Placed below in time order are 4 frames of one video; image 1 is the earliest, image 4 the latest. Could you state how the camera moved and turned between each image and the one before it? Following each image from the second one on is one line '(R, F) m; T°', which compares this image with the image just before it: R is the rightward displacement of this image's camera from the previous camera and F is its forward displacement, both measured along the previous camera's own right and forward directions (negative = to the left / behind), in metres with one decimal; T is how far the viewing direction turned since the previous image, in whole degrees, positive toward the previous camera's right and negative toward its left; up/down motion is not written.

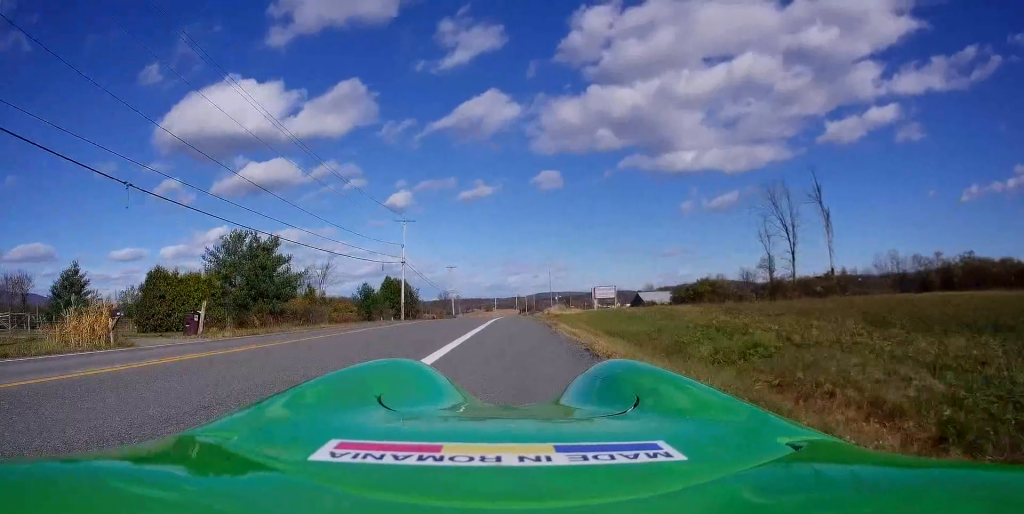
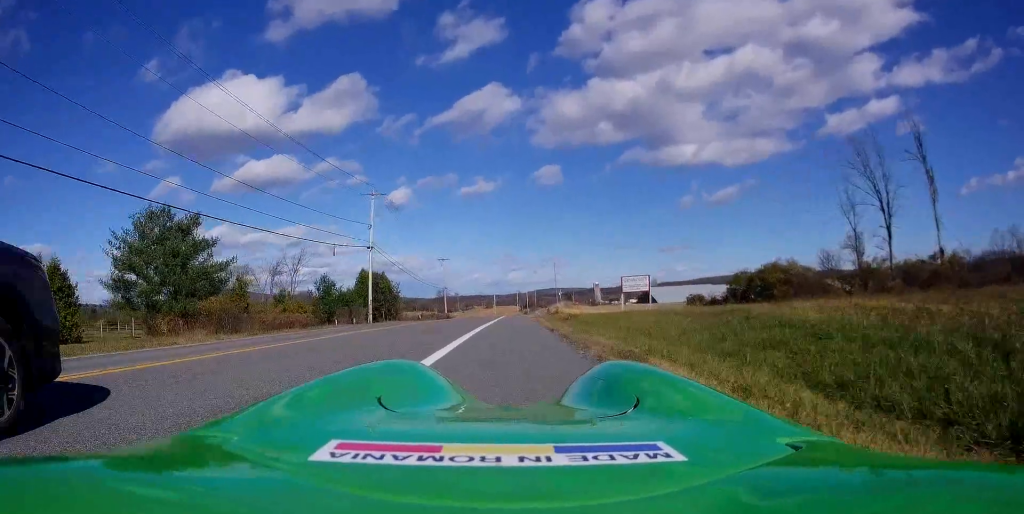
(+0.1, +15.4) m; 0°
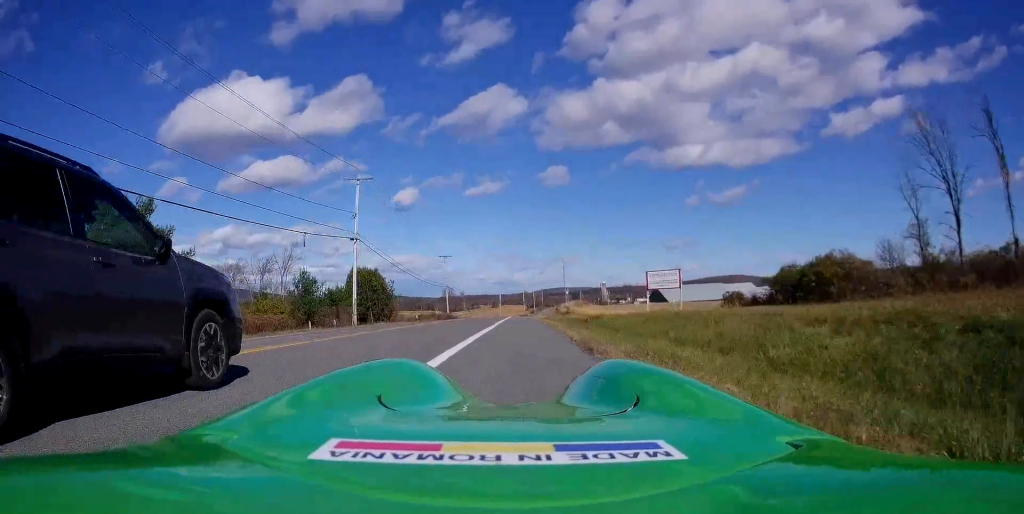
(-0.1, +6.8) m; -1°
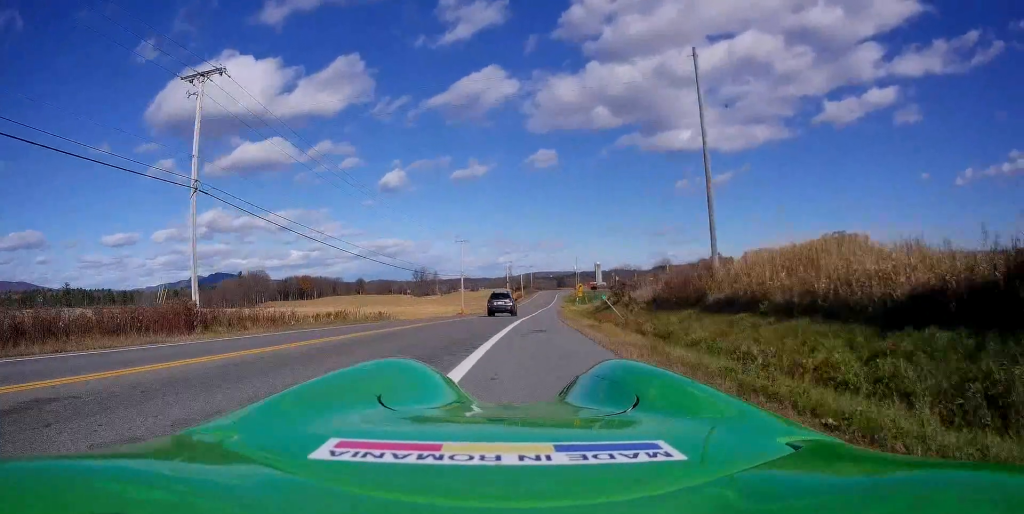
(+0.5, +81.2) m; +2°
